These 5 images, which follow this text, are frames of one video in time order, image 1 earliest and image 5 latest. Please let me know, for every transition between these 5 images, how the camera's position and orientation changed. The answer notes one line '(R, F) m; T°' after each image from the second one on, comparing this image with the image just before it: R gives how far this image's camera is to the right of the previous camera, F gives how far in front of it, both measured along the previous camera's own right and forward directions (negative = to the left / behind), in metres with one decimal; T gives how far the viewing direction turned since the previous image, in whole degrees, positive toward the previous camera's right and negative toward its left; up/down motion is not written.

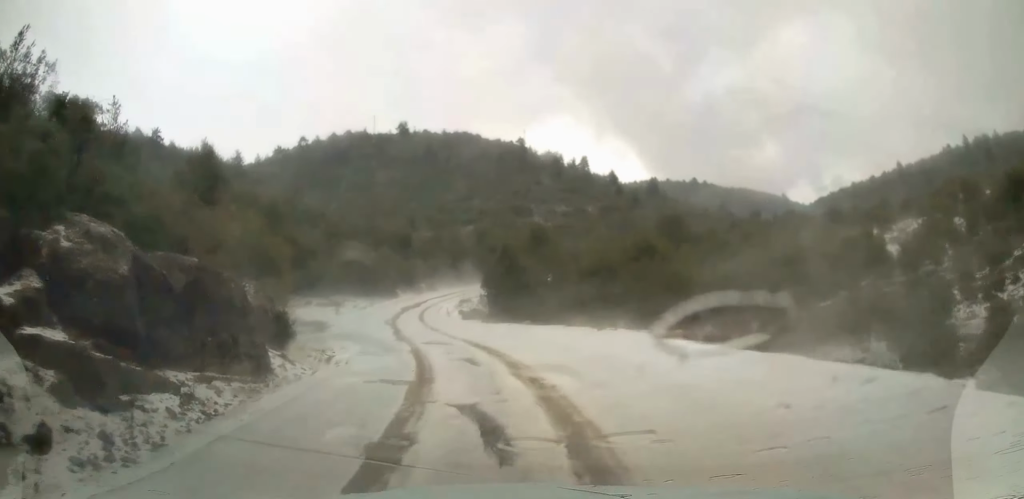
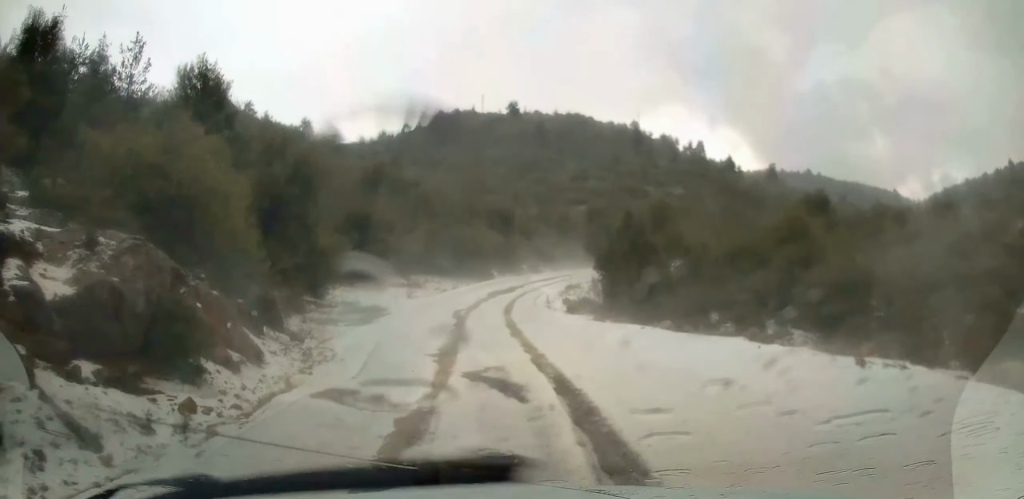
(-0.8, +12.1) m; -7°
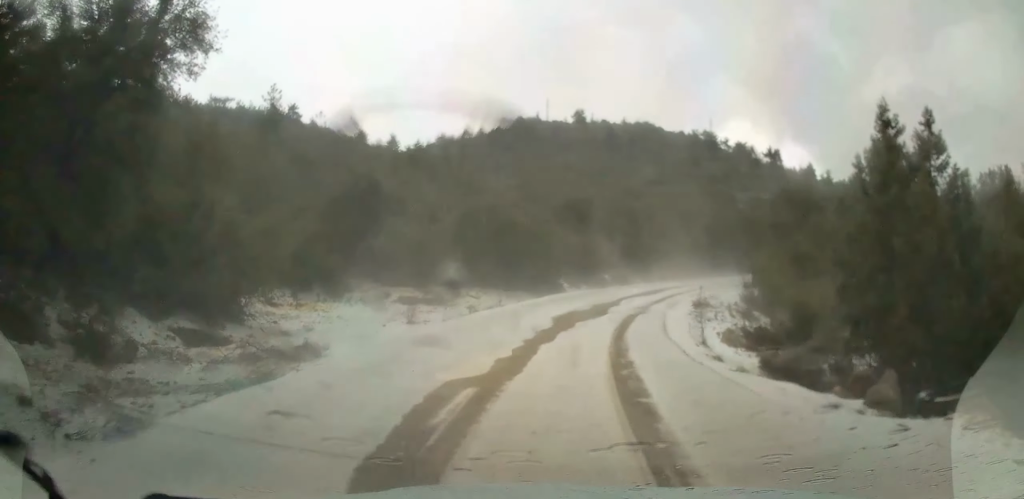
(-2.5, +20.6) m; -9°
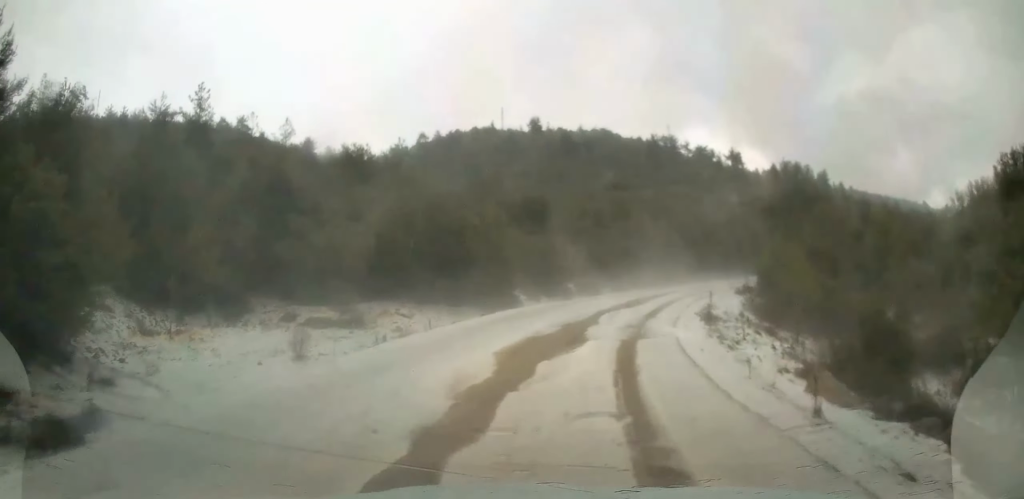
(+0.1, +7.8) m; +3°
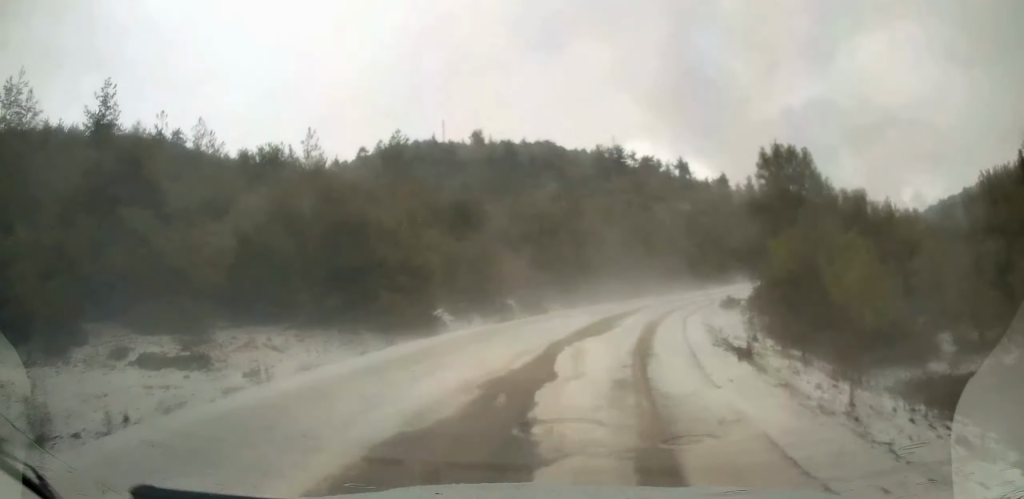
(+0.3, +8.4) m; +6°
